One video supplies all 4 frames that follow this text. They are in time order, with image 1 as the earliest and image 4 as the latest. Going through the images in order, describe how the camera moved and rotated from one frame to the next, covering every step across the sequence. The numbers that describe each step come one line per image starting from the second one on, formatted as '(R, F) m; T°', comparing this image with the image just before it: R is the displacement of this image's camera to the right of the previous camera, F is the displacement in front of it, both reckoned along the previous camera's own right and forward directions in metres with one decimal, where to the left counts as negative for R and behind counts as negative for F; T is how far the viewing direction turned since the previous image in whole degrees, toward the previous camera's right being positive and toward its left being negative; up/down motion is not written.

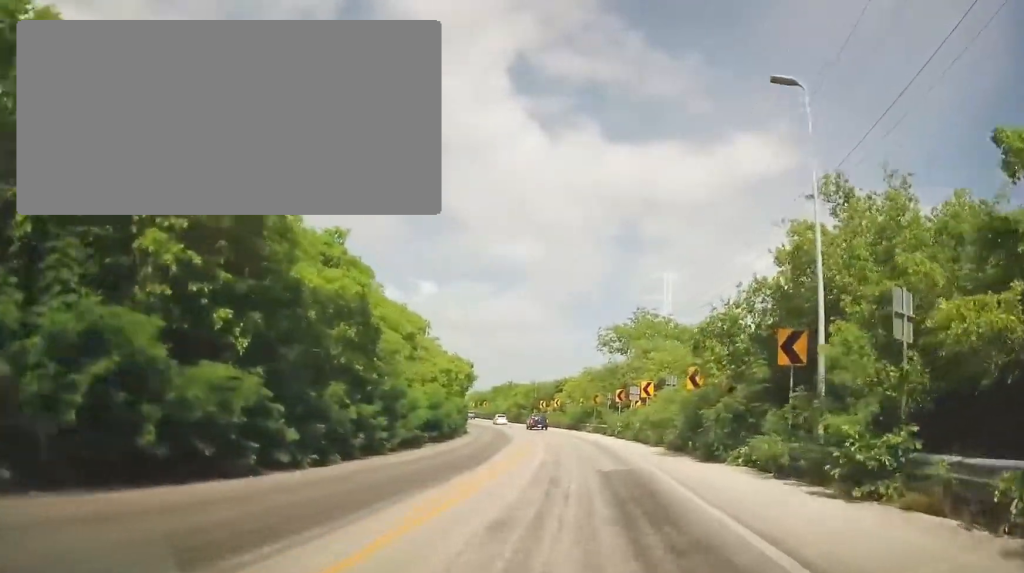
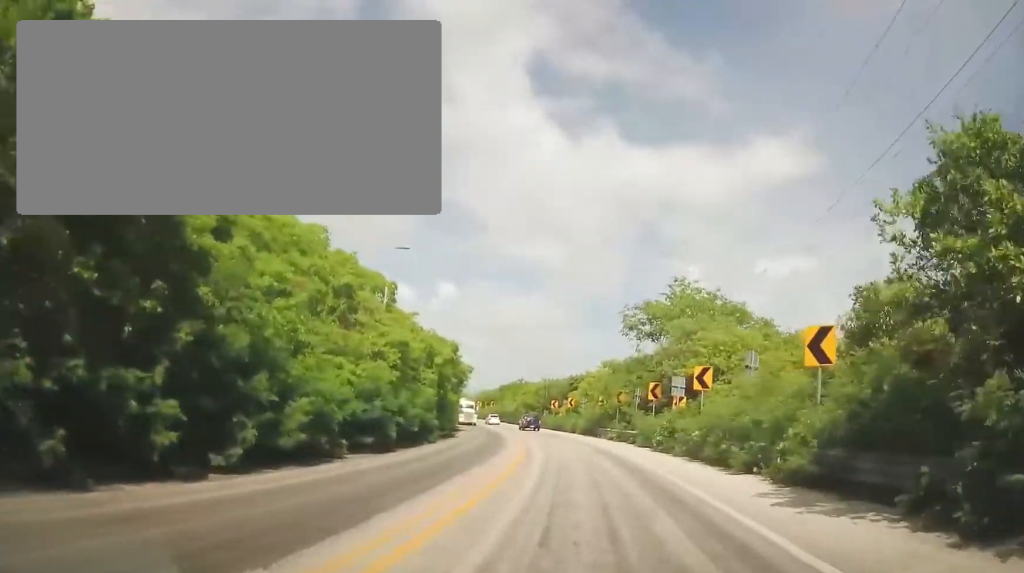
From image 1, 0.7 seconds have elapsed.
(-0.3, +12.4) m; -2°
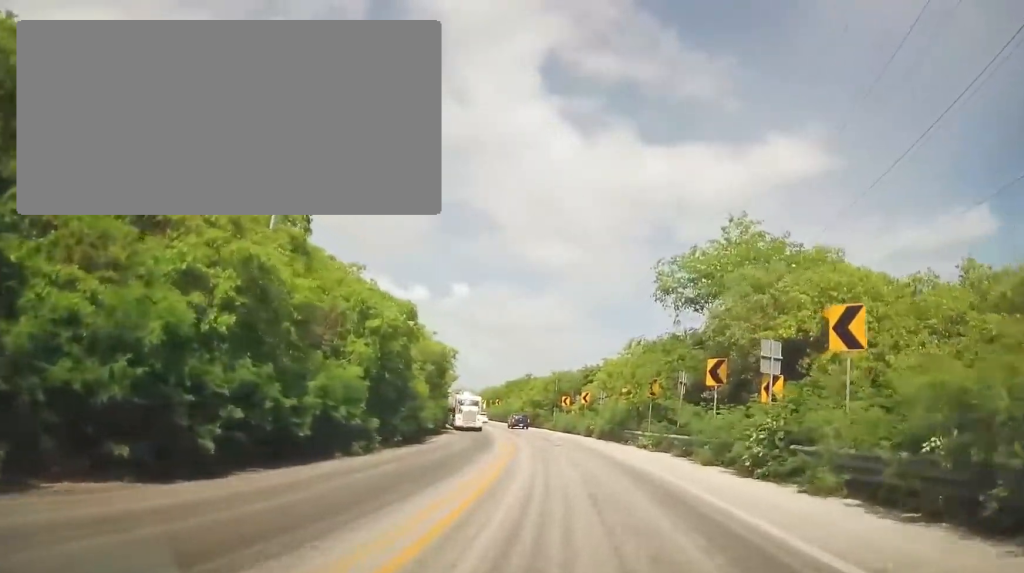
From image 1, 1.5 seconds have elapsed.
(-0.2, +12.6) m; -2°
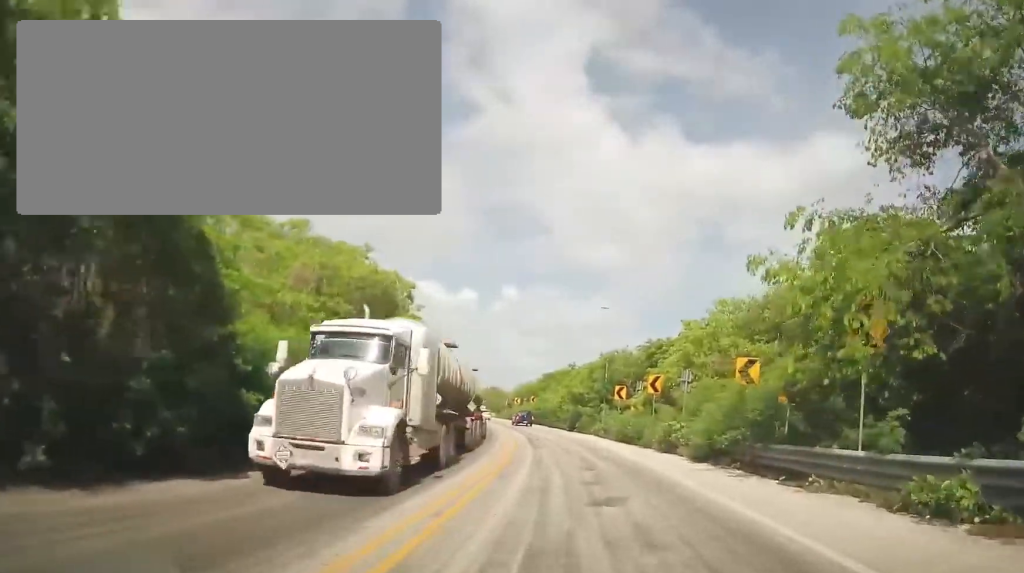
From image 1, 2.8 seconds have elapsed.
(-0.4, +20.2) m; -3°
